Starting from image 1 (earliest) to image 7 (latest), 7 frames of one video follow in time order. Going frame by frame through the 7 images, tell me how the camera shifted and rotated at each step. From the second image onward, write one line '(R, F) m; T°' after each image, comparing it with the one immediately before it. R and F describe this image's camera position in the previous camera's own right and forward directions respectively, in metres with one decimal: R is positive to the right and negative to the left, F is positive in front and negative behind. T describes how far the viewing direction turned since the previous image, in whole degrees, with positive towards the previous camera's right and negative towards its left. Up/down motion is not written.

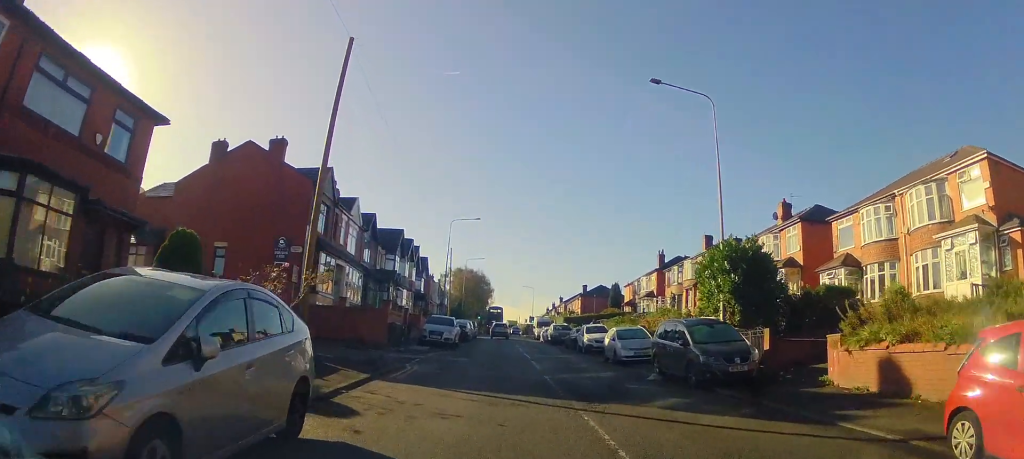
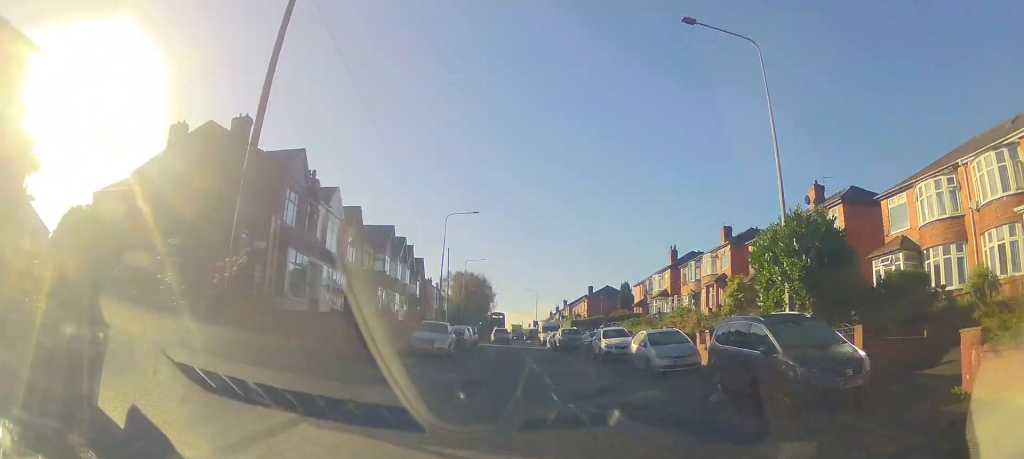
(0.0, +4.8) m; -1°
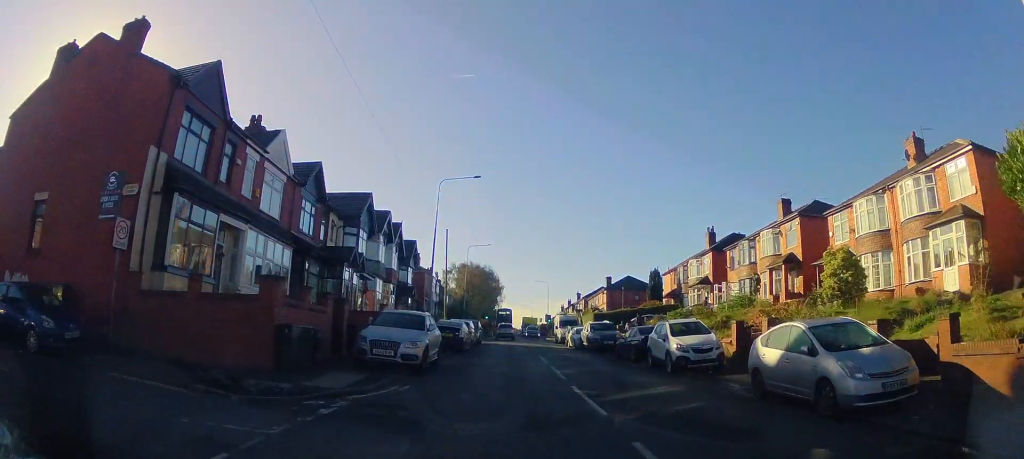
(-0.2, +10.2) m; -1°
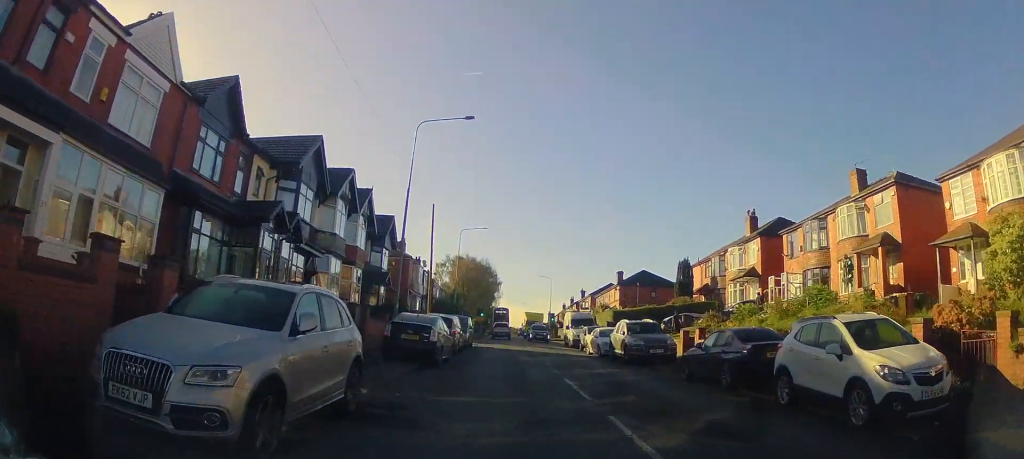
(+0.2, +10.2) m; +2°
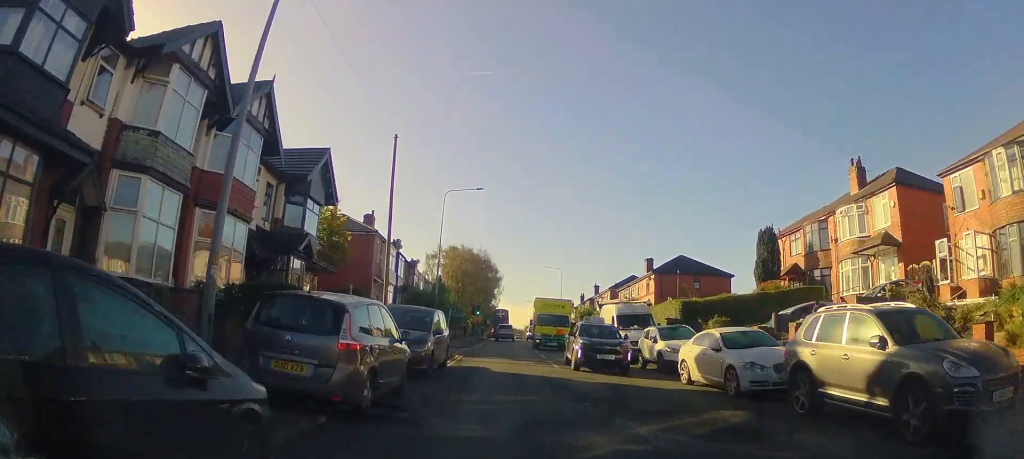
(-0.3, +15.8) m; -2°
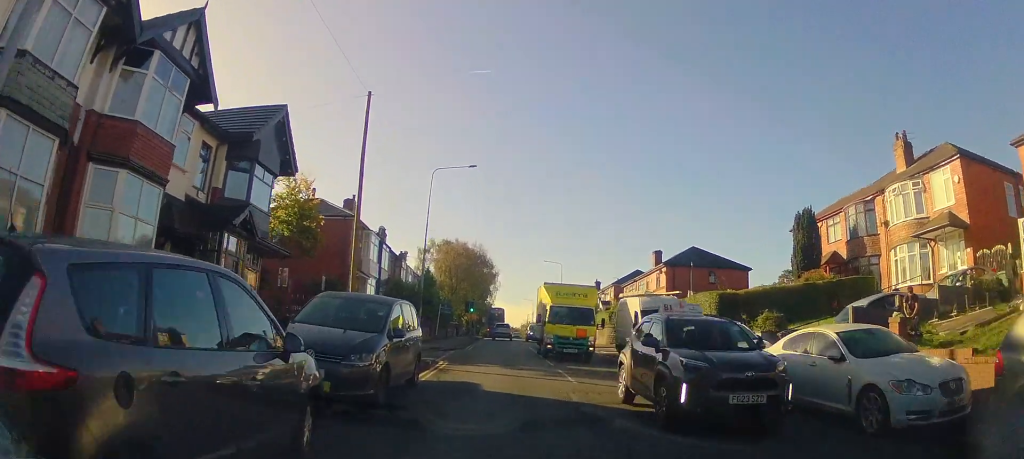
(-0.1, +5.1) m; 0°
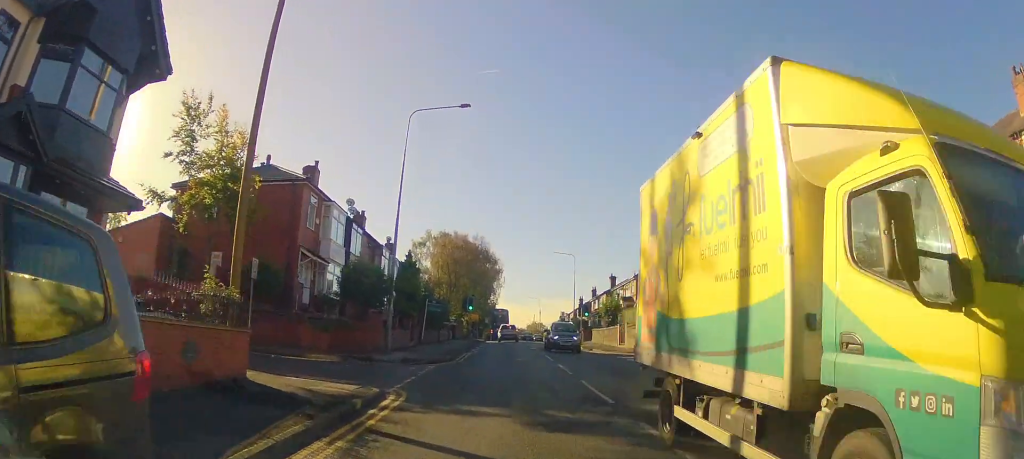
(+0.2, +9.6) m; 0°
